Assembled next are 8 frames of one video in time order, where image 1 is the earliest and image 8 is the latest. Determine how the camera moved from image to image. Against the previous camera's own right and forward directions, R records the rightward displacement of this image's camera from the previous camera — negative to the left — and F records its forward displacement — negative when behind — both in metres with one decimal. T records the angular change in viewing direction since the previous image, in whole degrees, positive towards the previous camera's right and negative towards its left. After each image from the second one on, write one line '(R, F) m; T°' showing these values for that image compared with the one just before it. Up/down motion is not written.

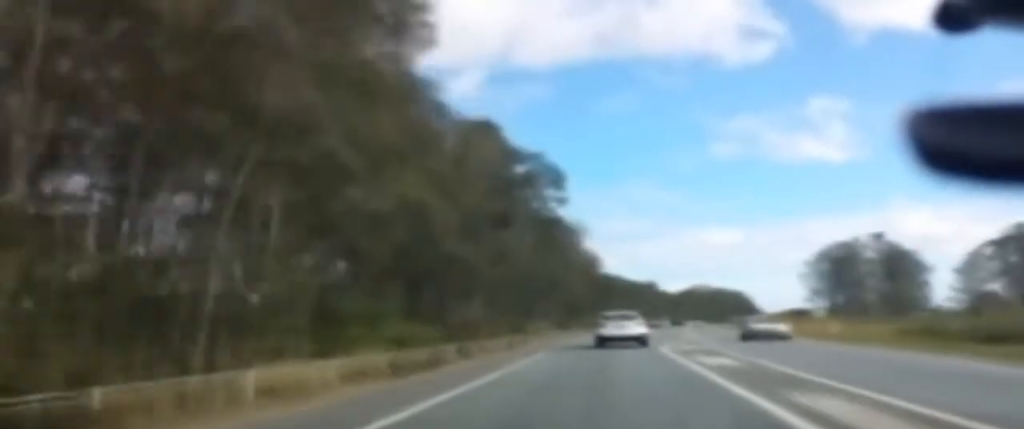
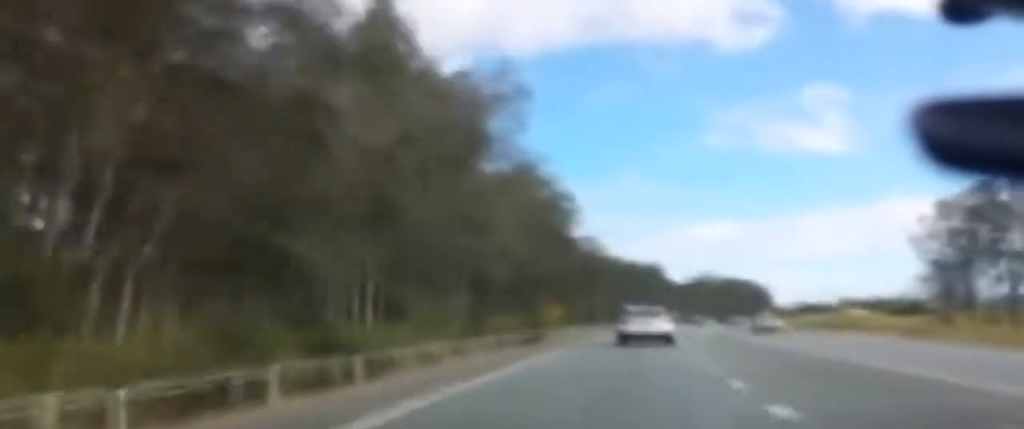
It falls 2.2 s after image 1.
(-0.4, +54.8) m; +1°
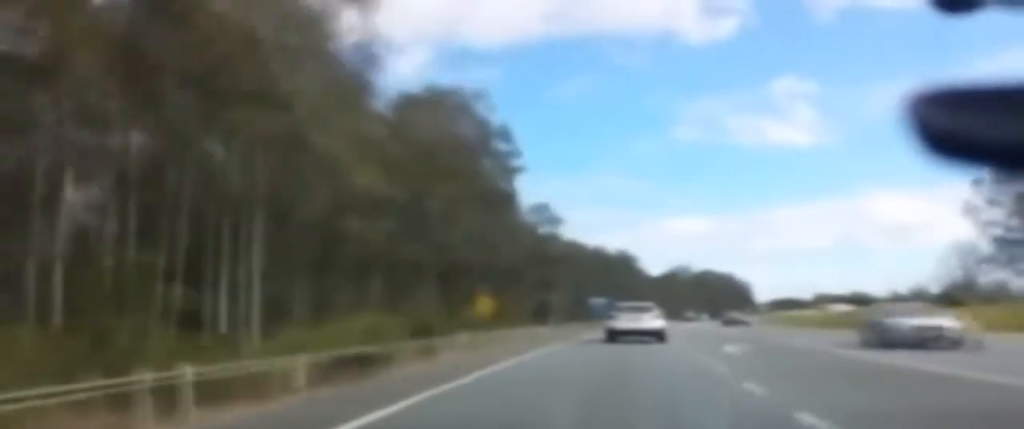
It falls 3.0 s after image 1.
(+0.3, +20.6) m; +1°
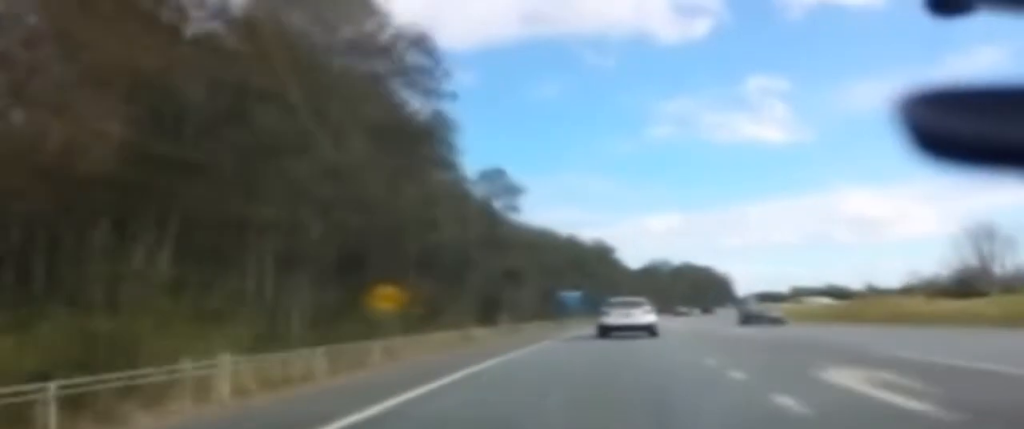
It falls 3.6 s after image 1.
(+0.1, +14.7) m; +1°
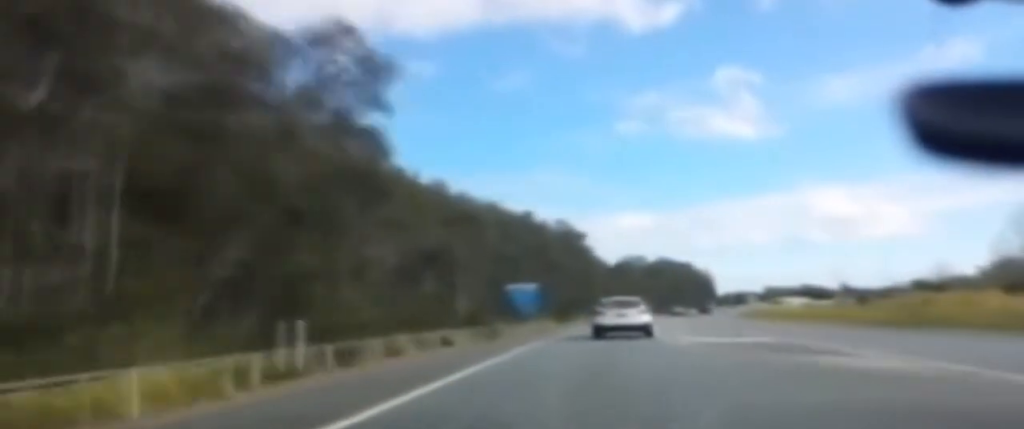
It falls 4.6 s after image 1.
(+0.2, +23.4) m; +1°
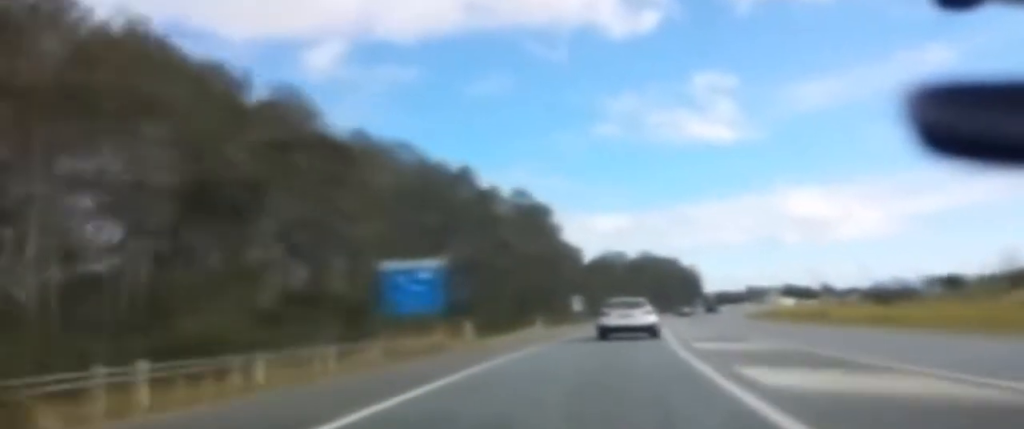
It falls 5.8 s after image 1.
(+0.3, +27.8) m; +2°
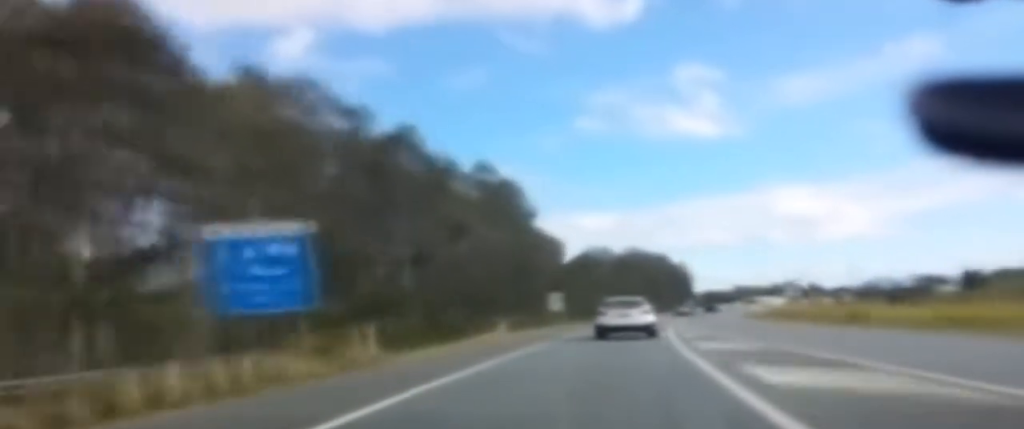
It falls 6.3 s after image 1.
(-0.1, +11.8) m; +1°
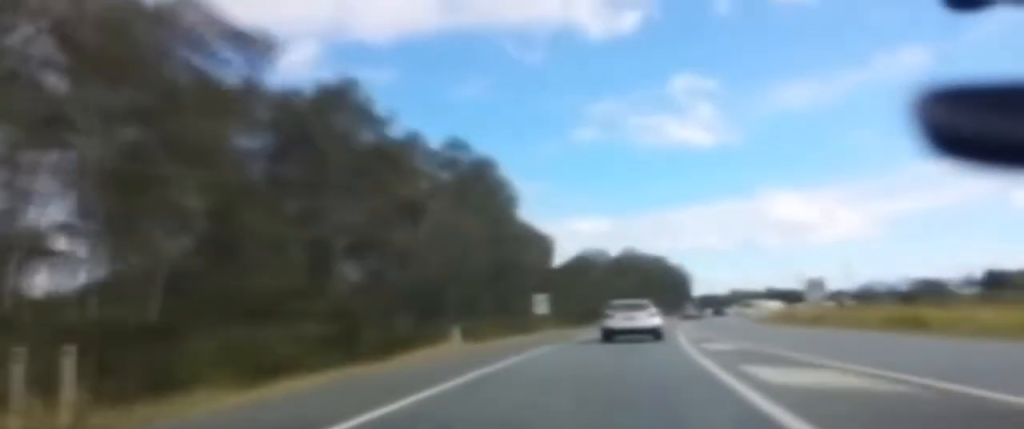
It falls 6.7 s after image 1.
(+0.2, +10.8) m; +1°
